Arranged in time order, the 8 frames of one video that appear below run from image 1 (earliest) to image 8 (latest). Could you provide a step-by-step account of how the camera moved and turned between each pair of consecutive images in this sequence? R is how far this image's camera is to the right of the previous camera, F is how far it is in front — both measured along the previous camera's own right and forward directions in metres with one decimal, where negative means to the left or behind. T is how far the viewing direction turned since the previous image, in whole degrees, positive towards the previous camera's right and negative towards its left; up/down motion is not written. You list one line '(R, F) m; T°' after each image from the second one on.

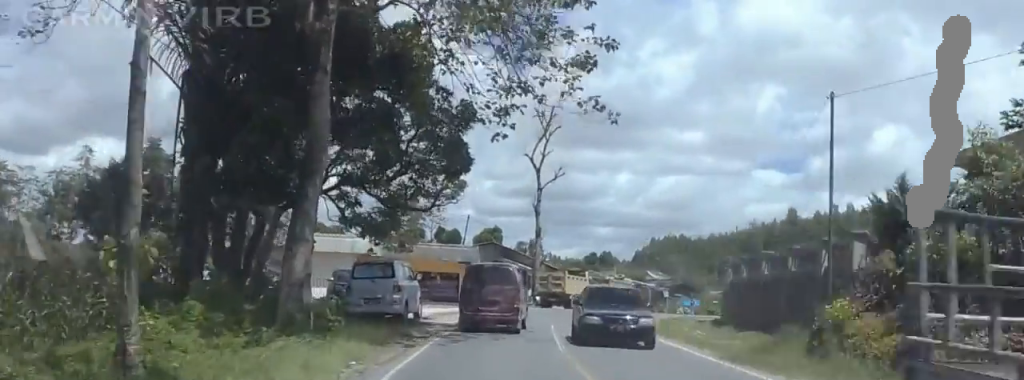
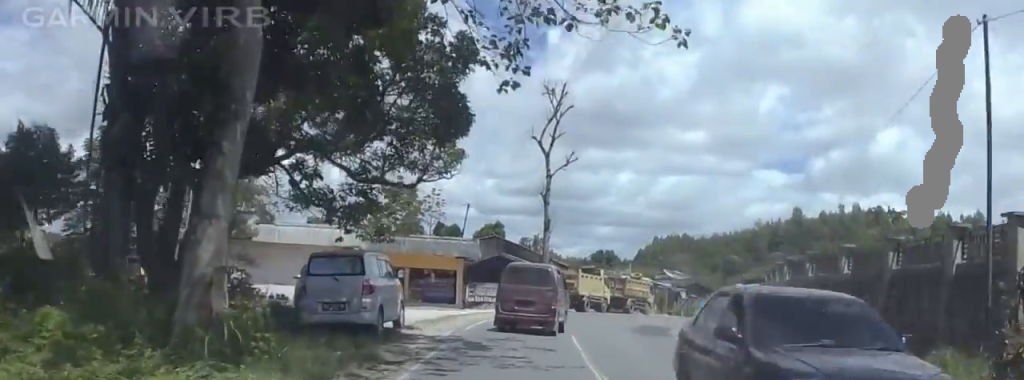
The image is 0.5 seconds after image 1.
(+0.6, +6.7) m; +3°
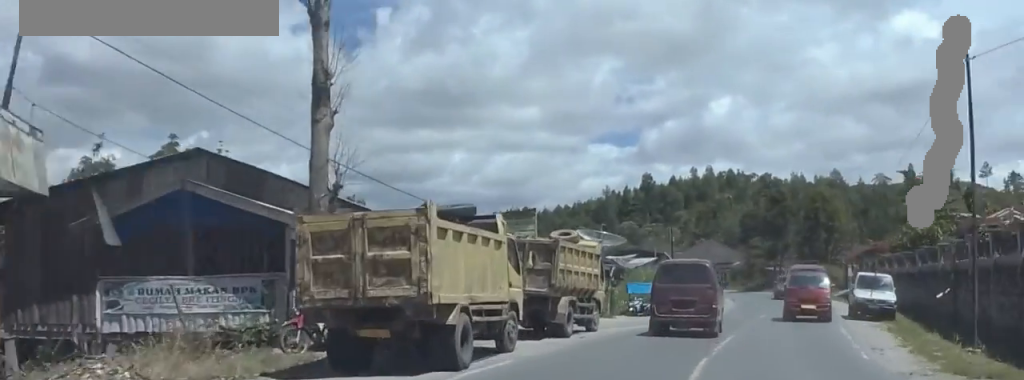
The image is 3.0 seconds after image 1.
(+4.4, +34.8) m; +17°
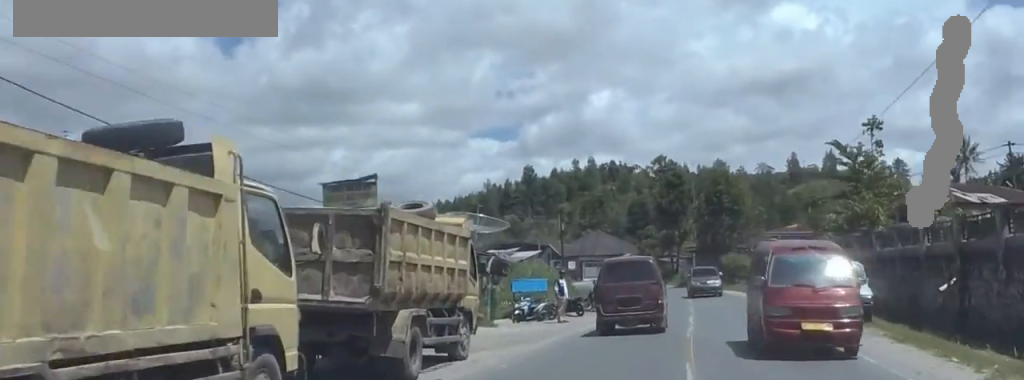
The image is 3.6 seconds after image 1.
(+0.6, +9.0) m; +3°
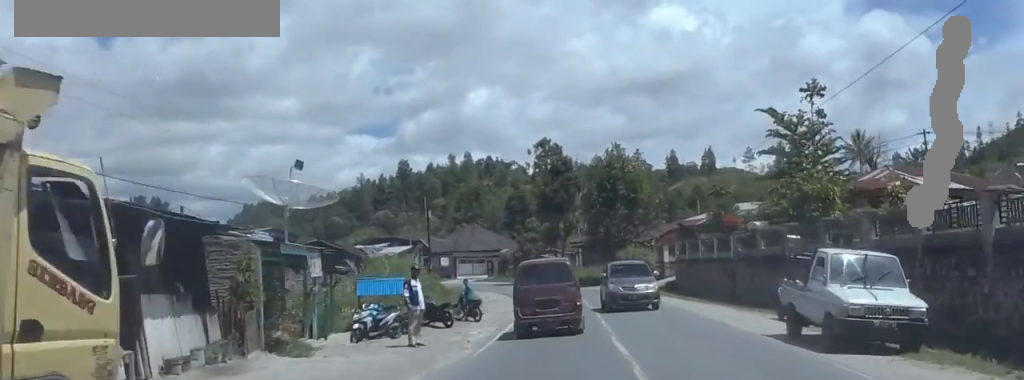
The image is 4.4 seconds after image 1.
(+0.4, +10.7) m; +3°
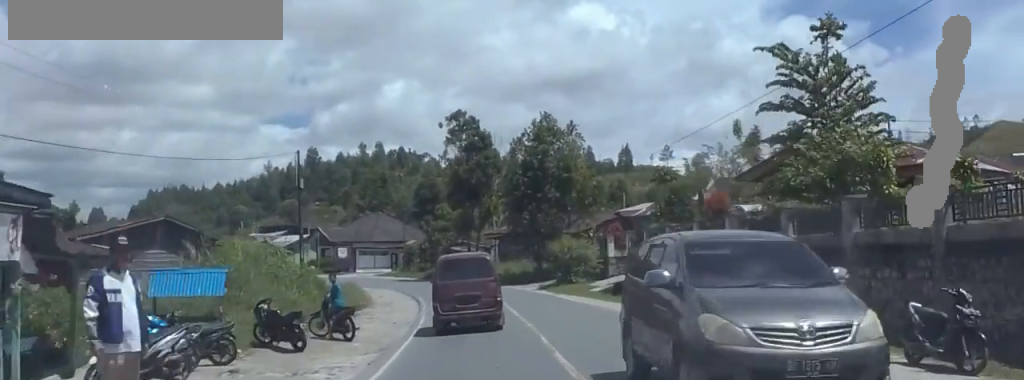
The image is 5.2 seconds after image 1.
(+0.1, +11.8) m; +4°
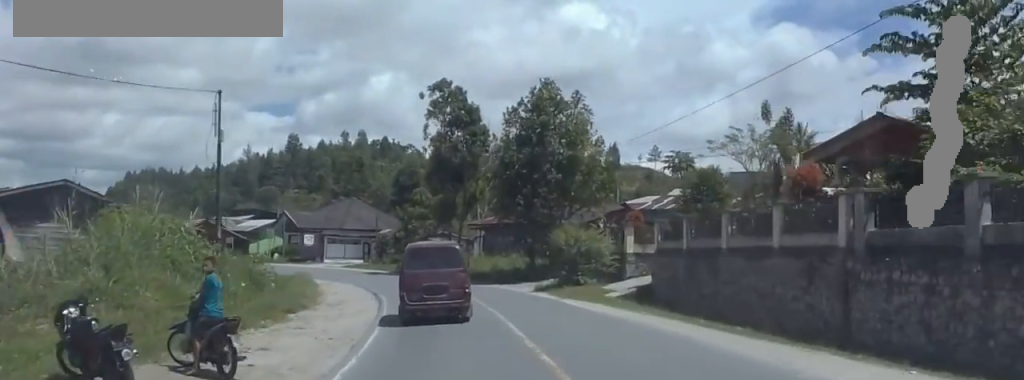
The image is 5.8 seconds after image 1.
(+0.5, +9.2) m; +2°
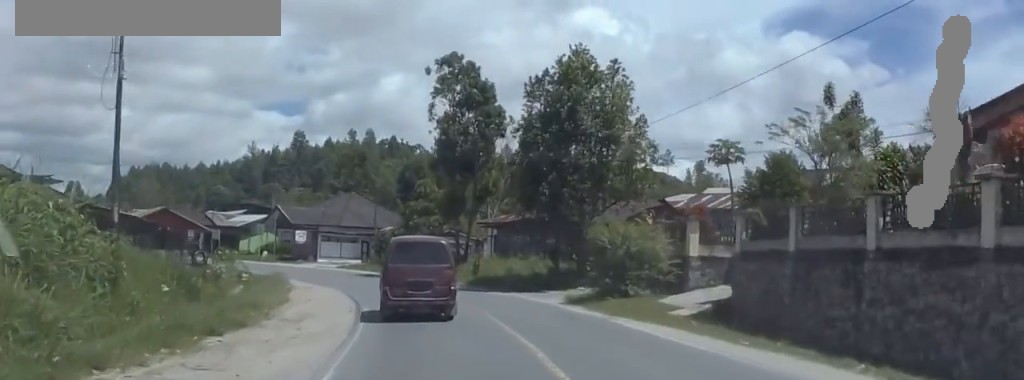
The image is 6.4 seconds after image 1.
(+0.1, +8.1) m; -1°
